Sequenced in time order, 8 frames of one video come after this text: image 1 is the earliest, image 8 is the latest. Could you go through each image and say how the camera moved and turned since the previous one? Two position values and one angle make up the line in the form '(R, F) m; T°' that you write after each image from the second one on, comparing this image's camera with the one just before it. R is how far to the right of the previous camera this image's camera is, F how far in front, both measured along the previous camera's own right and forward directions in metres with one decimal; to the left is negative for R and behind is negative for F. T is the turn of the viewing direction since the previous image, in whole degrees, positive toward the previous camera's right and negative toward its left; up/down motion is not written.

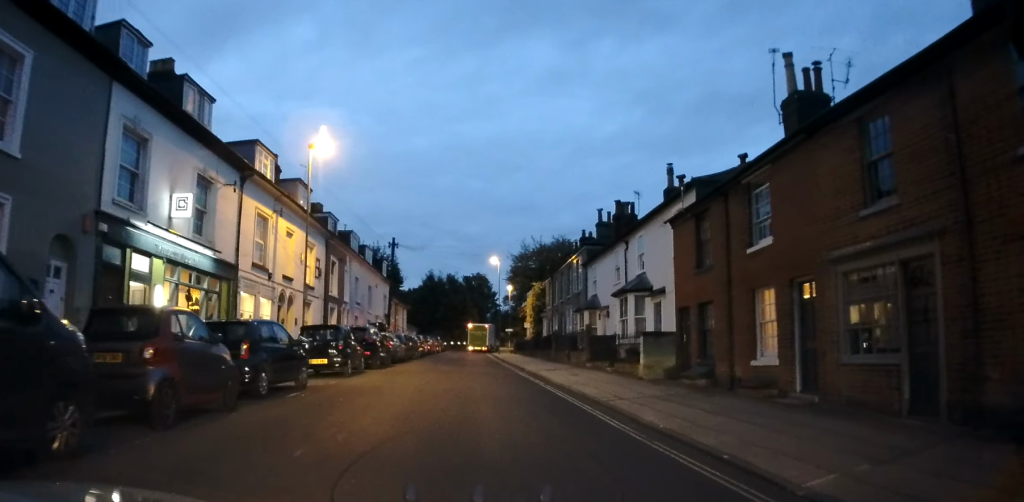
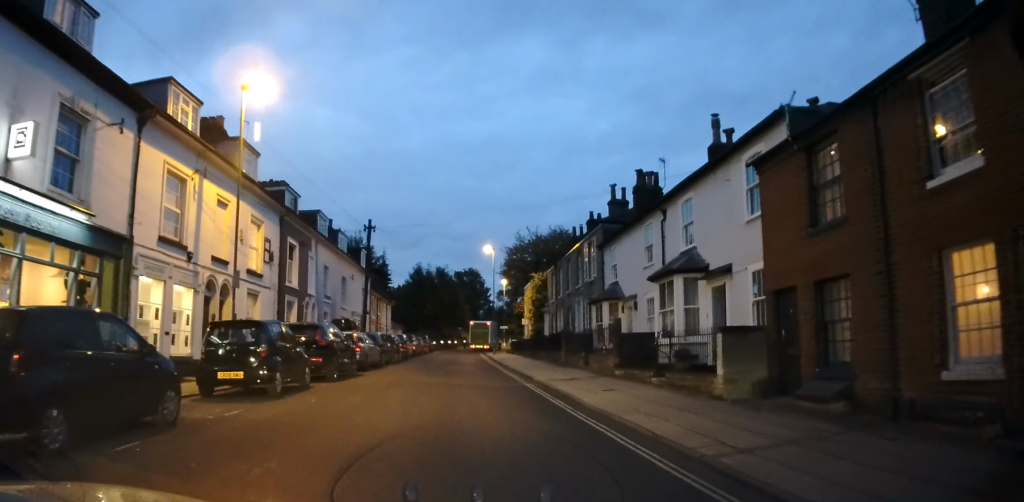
(-0.1, +6.0) m; -1°
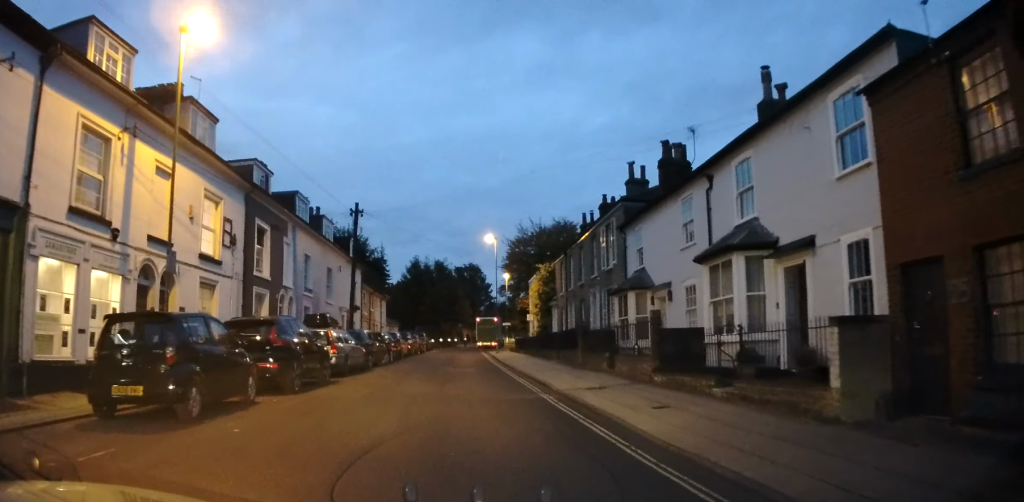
(0.0, +3.8) m; 0°
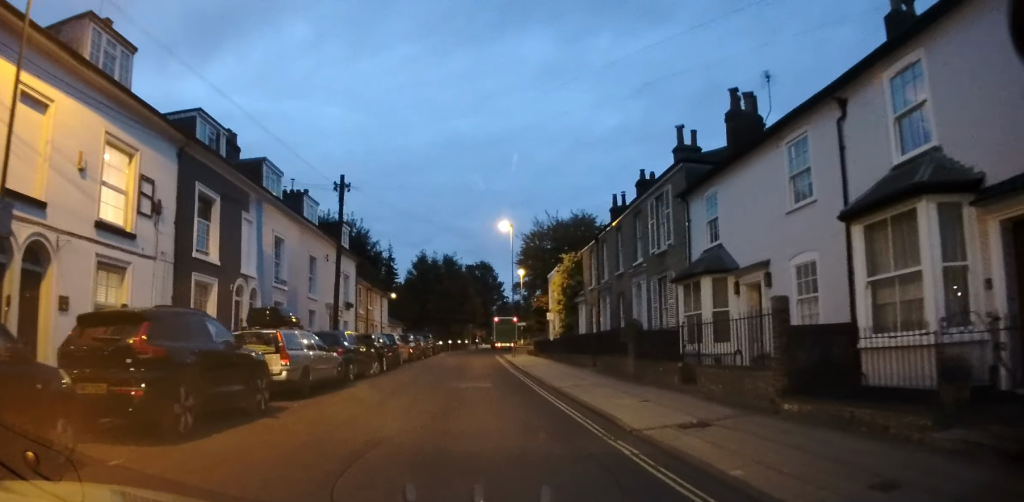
(0.0, +5.7) m; -1°
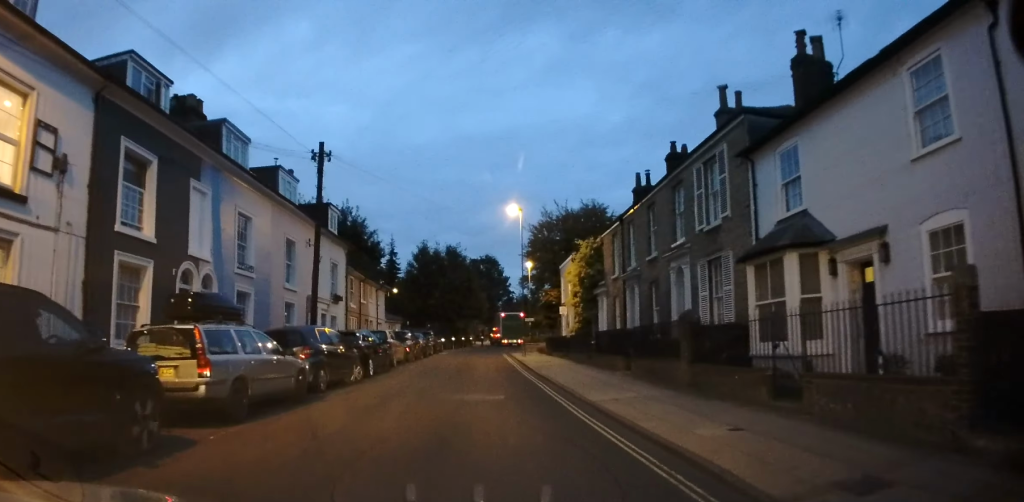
(0.0, +4.0) m; -1°
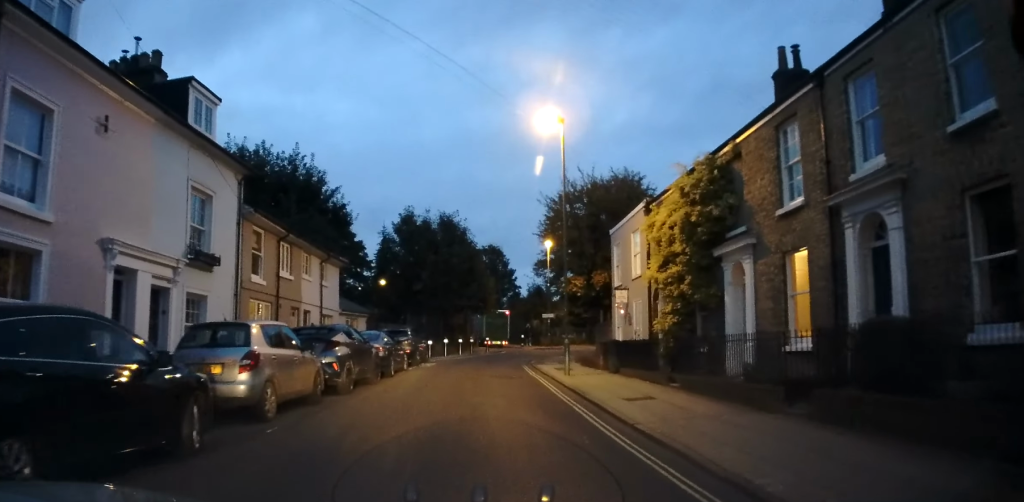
(+0.2, +16.2) m; +3°
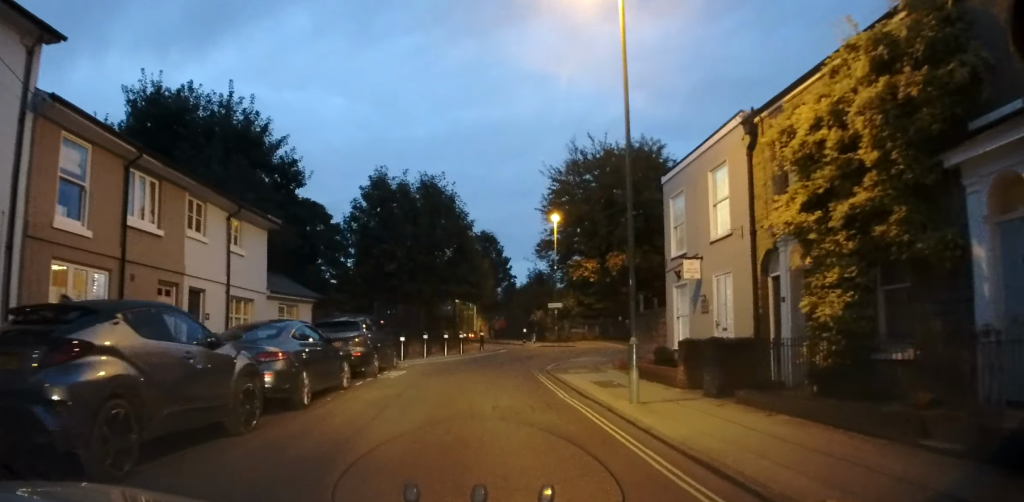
(+0.2, +9.5) m; 0°
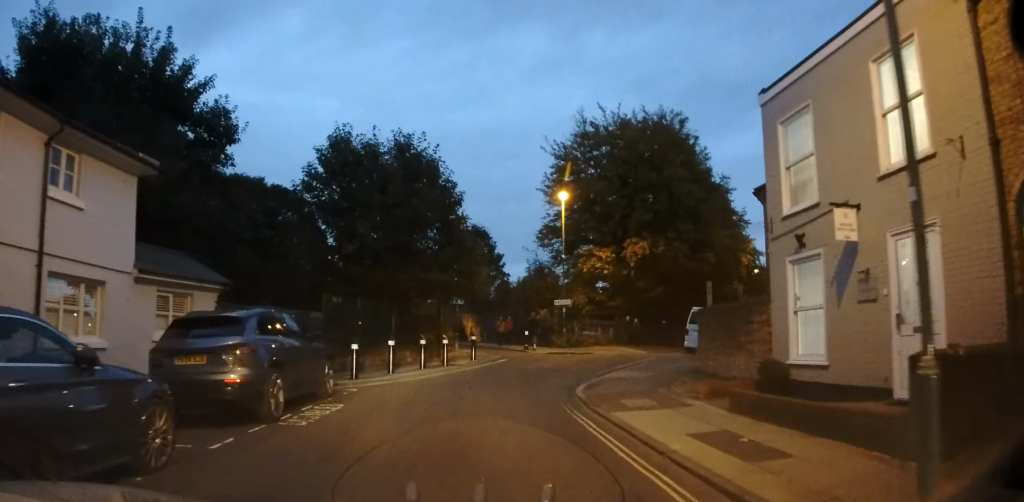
(-0.1, +7.6) m; +1°
